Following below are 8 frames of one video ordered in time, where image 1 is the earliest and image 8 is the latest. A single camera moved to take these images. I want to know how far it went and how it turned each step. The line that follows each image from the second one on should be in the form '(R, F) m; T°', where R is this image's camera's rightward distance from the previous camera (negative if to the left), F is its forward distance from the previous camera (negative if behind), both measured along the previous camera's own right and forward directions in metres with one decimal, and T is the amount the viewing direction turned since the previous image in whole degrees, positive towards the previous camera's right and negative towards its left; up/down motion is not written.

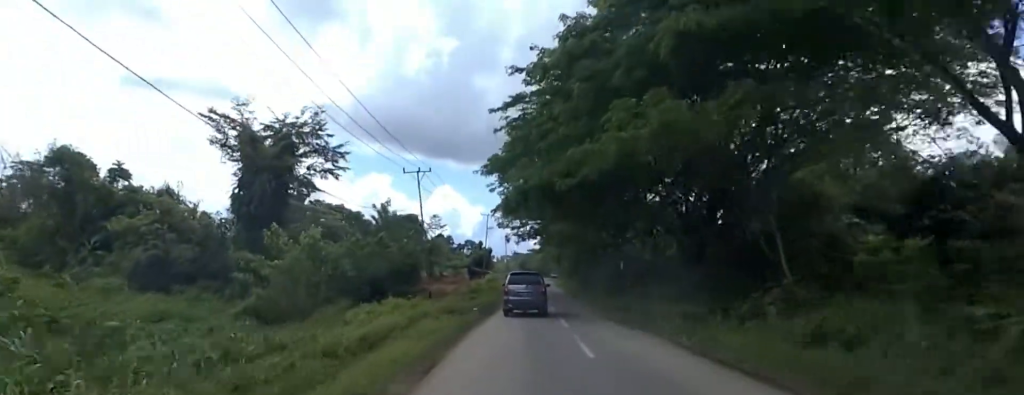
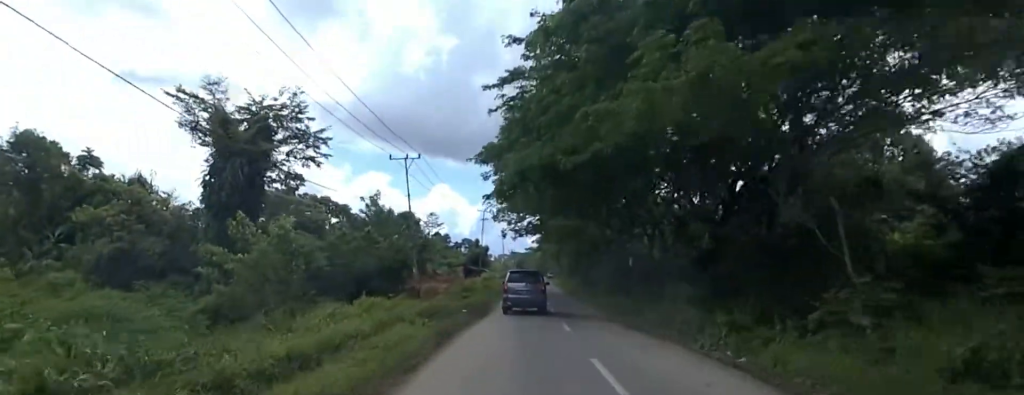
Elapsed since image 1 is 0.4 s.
(0.0, +3.5) m; 0°
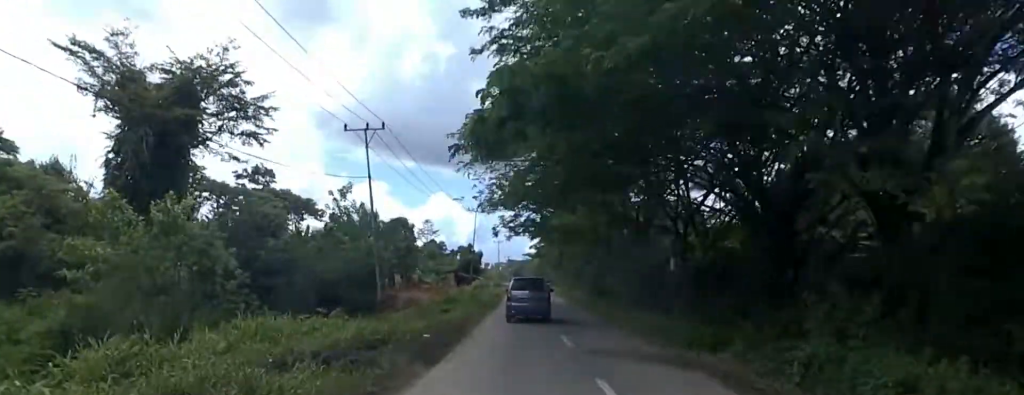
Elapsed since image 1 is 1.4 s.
(0.0, +8.8) m; 0°
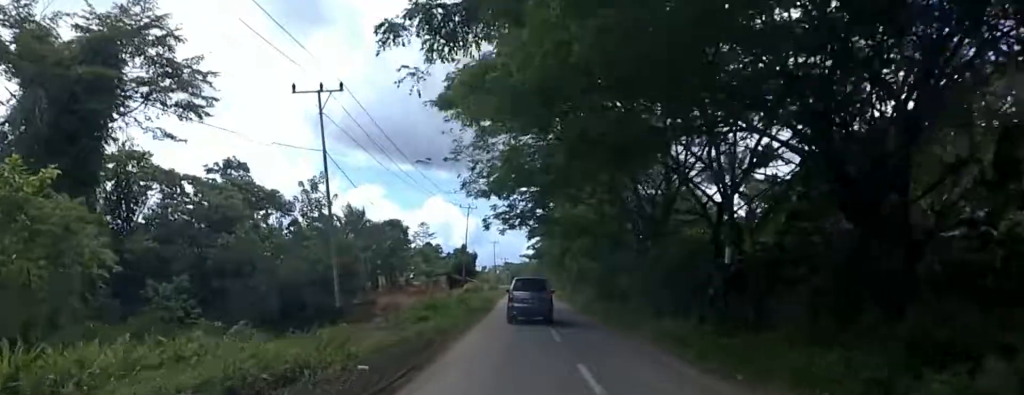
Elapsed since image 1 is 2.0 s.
(0.0, +6.1) m; 0°
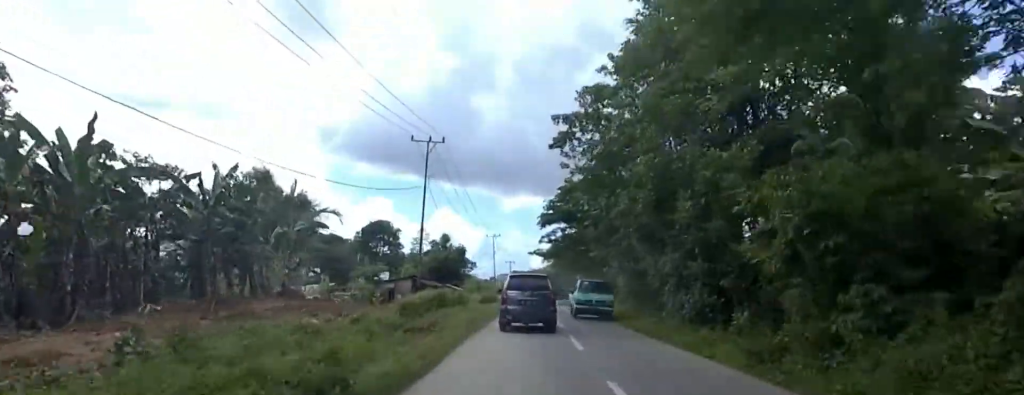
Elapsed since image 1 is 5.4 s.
(-2.8, +34.8) m; -7°
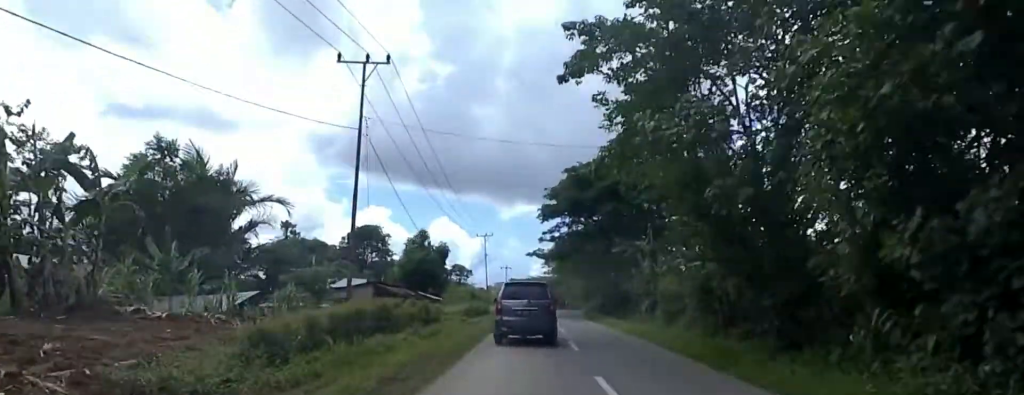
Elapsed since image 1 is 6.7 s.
(+1.4, +13.7) m; +7°
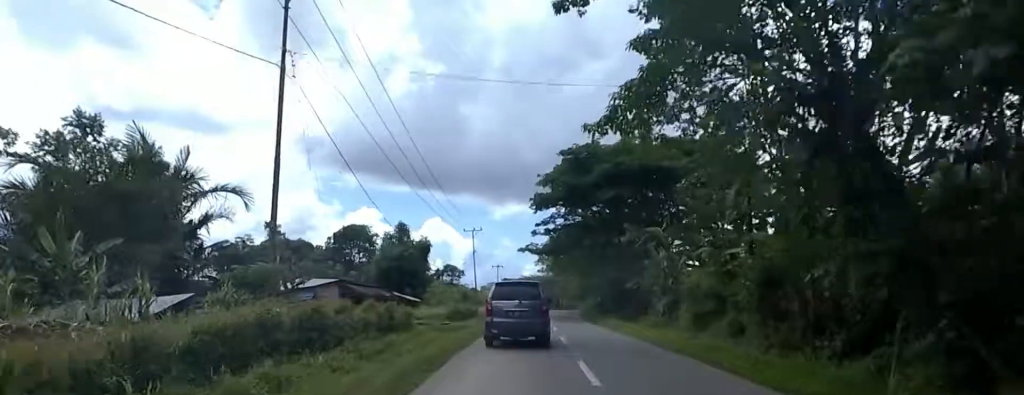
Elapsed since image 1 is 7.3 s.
(+0.1, +5.8) m; +1°
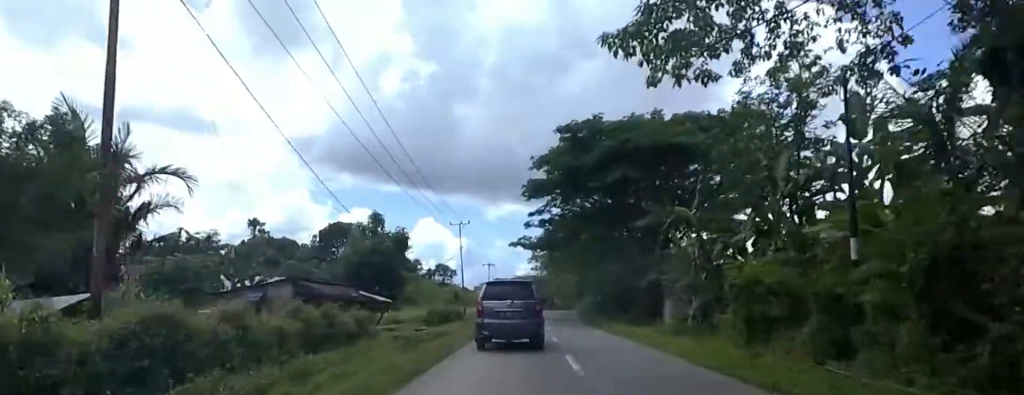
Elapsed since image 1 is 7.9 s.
(0.0, +6.0) m; 0°
